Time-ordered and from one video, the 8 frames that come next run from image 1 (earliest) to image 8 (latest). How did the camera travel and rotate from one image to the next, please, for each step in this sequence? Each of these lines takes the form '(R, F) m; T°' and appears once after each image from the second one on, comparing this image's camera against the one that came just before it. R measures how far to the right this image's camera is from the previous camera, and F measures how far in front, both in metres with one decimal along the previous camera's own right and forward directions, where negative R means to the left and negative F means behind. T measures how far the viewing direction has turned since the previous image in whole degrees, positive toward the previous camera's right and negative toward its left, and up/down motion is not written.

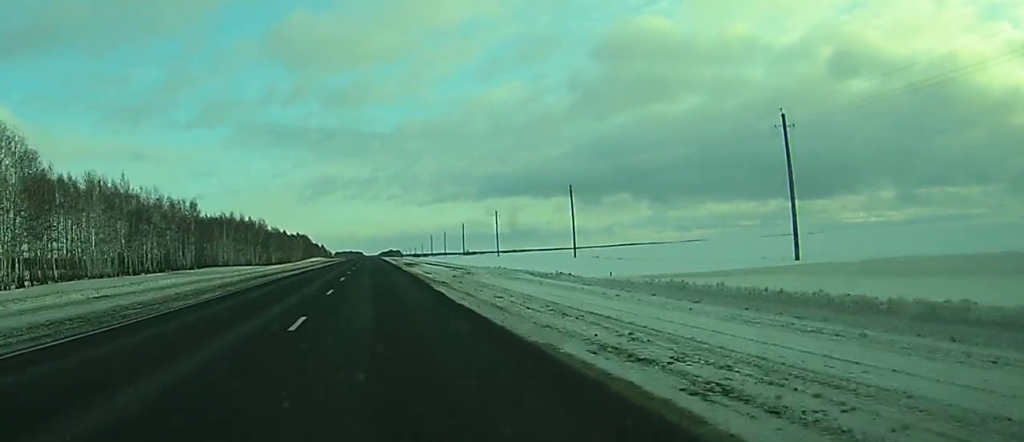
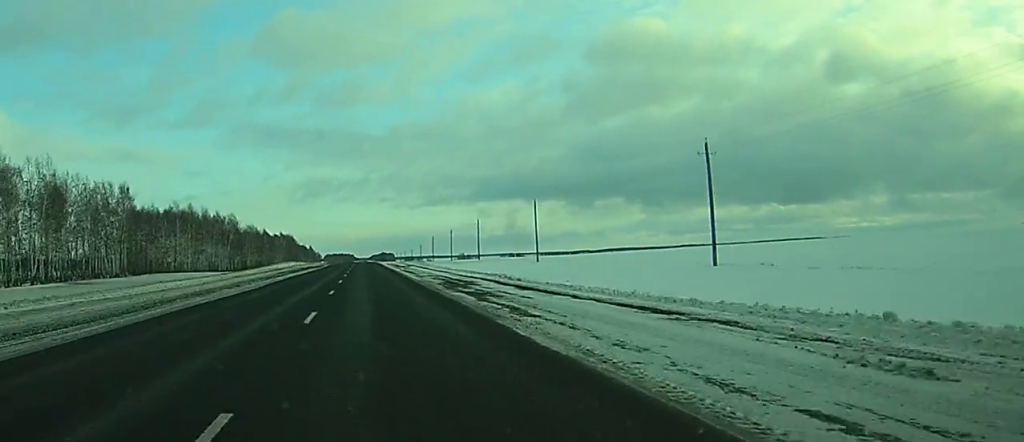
(0.0, +46.4) m; 0°
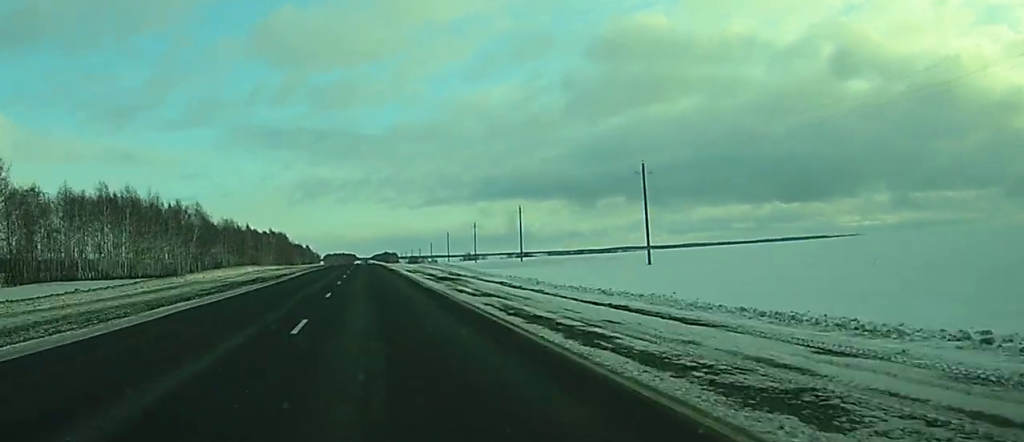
(0.0, +49.8) m; 0°
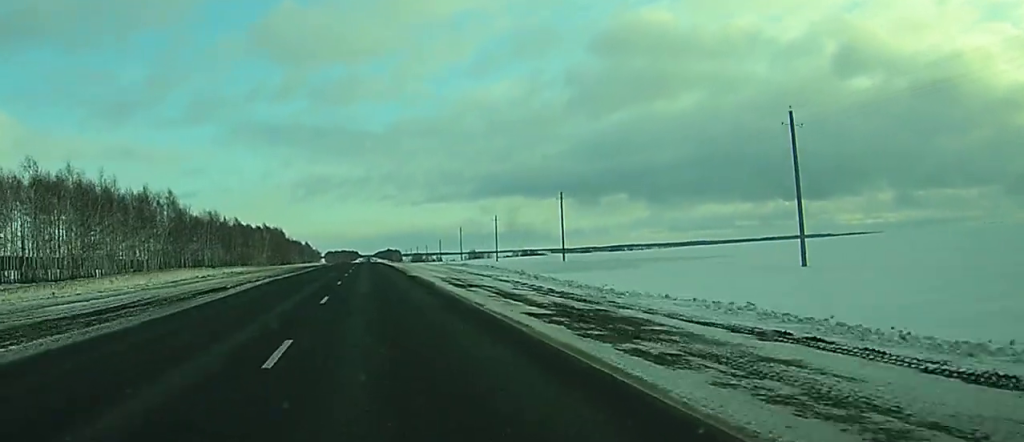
(+0.2, +28.3) m; 0°
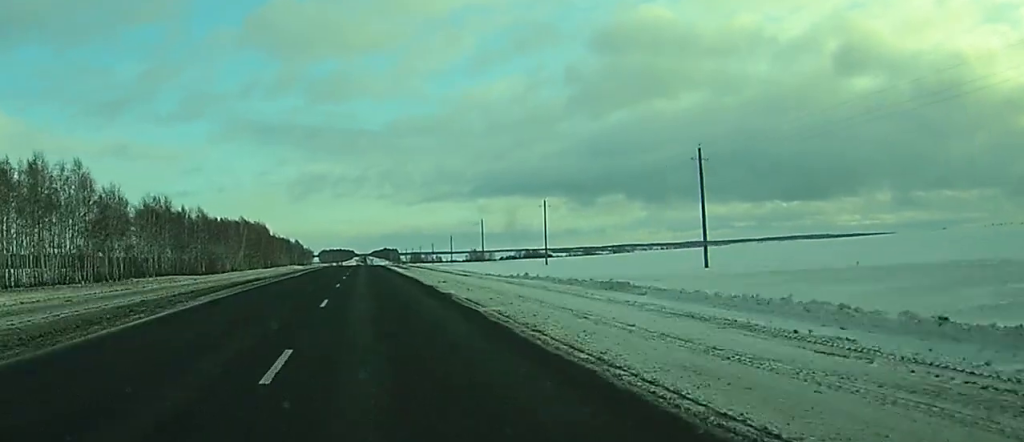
(0.0, +48.7) m; 0°
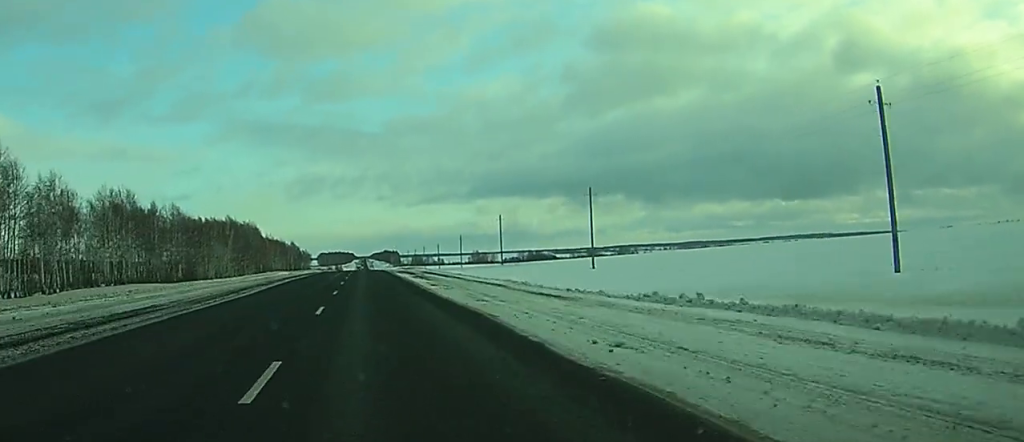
(0.0, +24.9) m; 0°
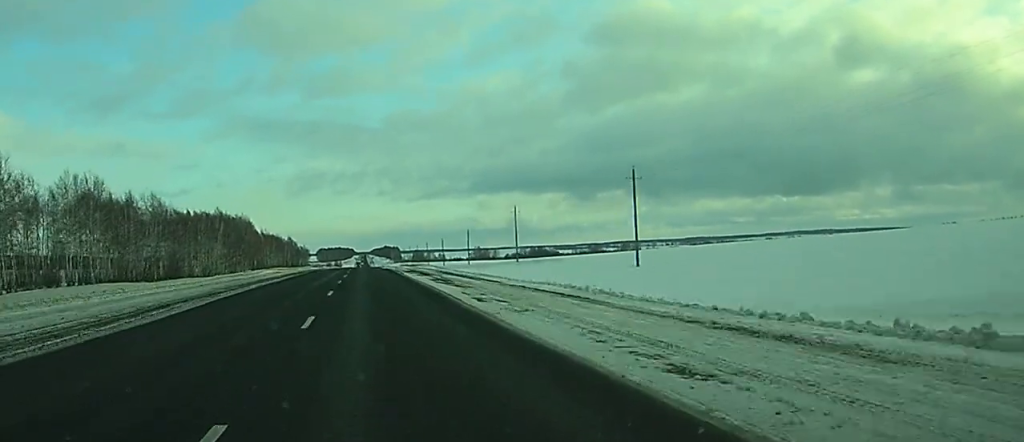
(0.0, +15.9) m; 0°
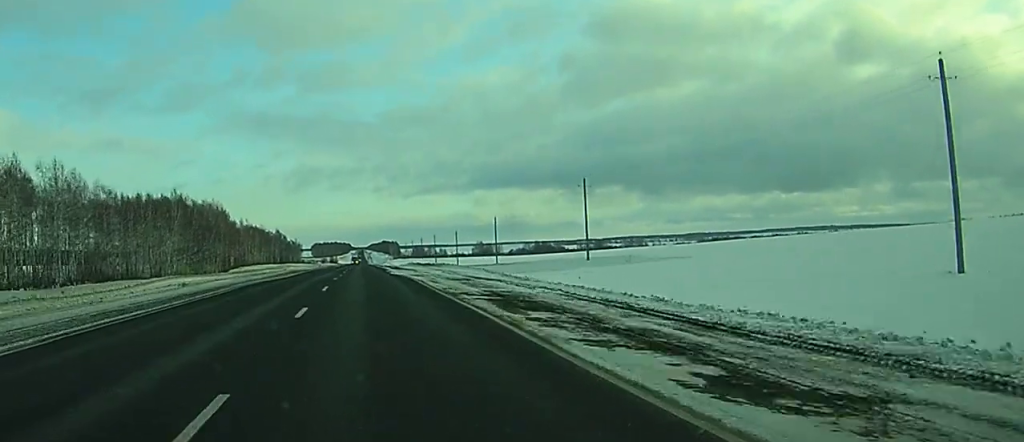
(0.0, +46.6) m; 0°
